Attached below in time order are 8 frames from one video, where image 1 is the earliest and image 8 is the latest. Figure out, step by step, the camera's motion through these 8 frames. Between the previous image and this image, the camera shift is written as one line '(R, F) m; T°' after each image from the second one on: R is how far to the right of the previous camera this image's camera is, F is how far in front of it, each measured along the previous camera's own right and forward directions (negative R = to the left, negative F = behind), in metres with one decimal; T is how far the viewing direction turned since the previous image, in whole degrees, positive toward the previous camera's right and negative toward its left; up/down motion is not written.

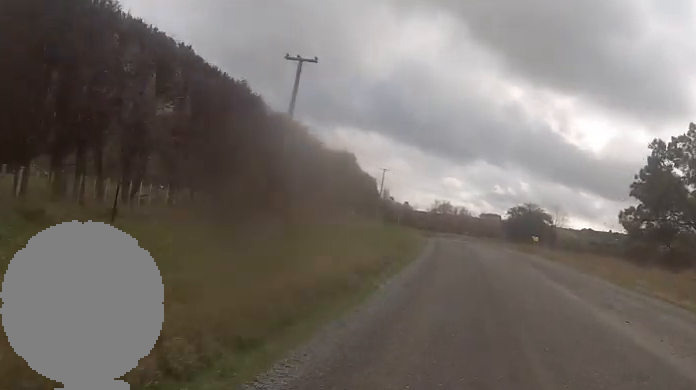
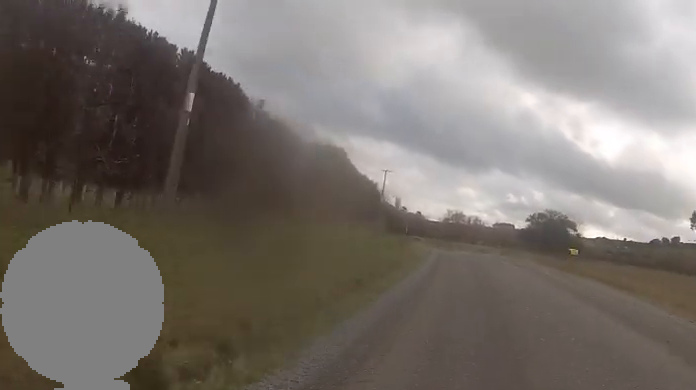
(+0.3, +11.7) m; -2°
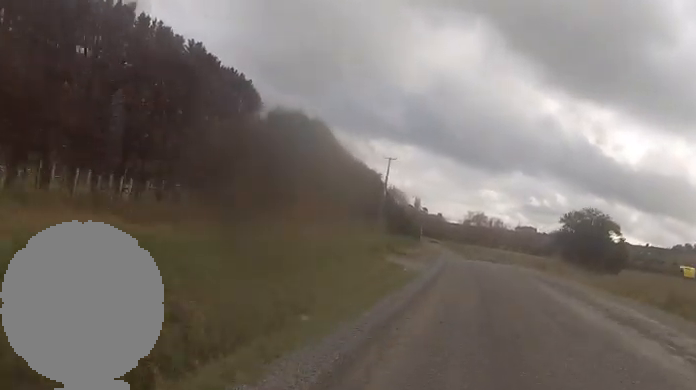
(-0.8, +14.7) m; -4°
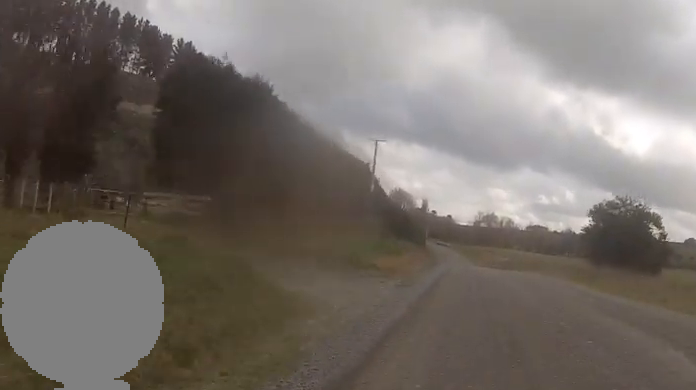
(-0.3, +12.3) m; -3°
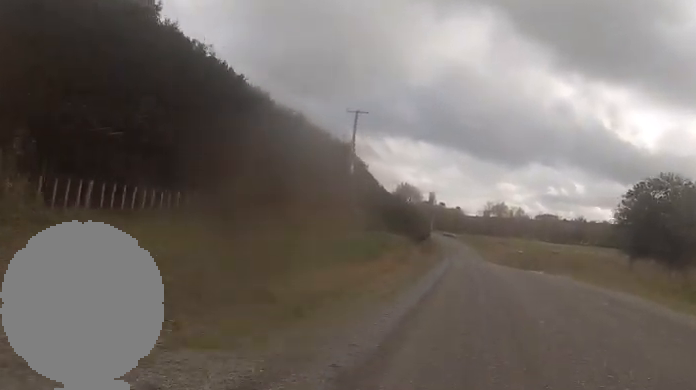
(-0.5, +11.4) m; -2°
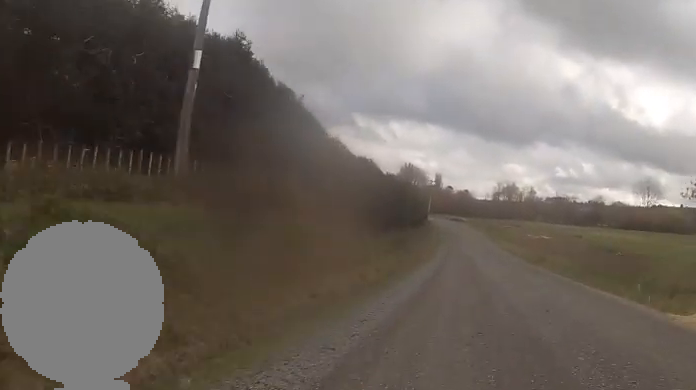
(-0.7, +22.2) m; 0°
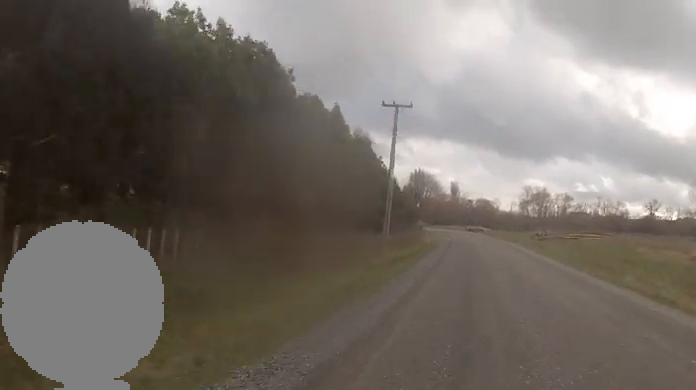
(+2.5, +53.4) m; -1°
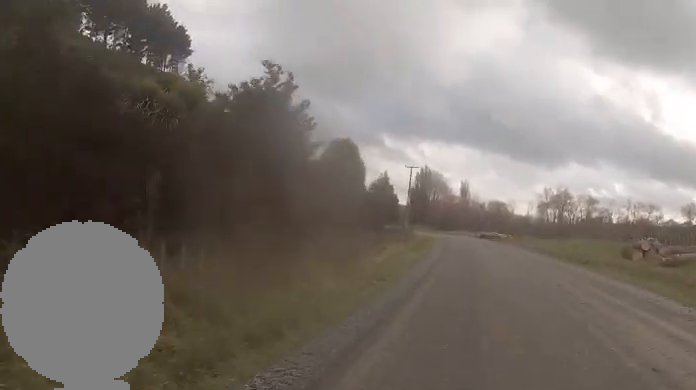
(-1.3, +30.3) m; +1°
